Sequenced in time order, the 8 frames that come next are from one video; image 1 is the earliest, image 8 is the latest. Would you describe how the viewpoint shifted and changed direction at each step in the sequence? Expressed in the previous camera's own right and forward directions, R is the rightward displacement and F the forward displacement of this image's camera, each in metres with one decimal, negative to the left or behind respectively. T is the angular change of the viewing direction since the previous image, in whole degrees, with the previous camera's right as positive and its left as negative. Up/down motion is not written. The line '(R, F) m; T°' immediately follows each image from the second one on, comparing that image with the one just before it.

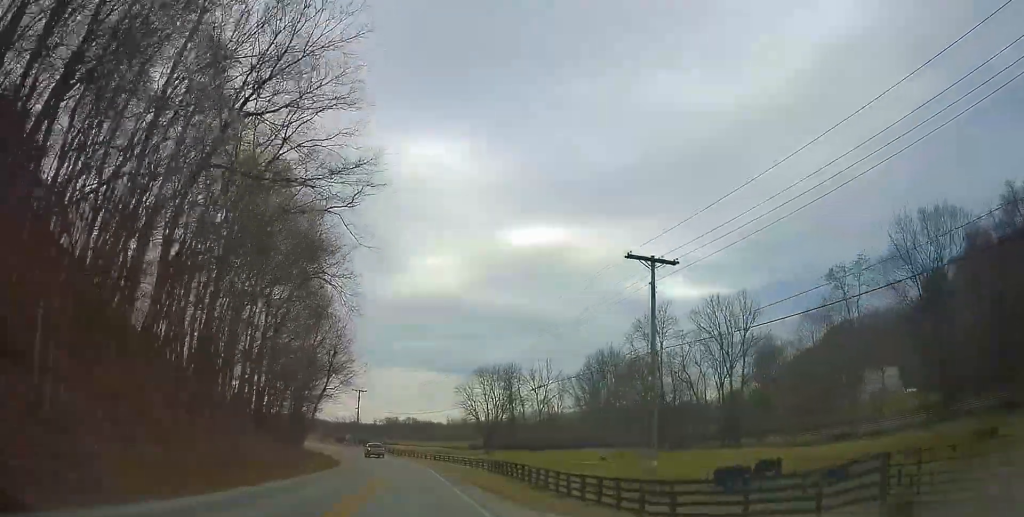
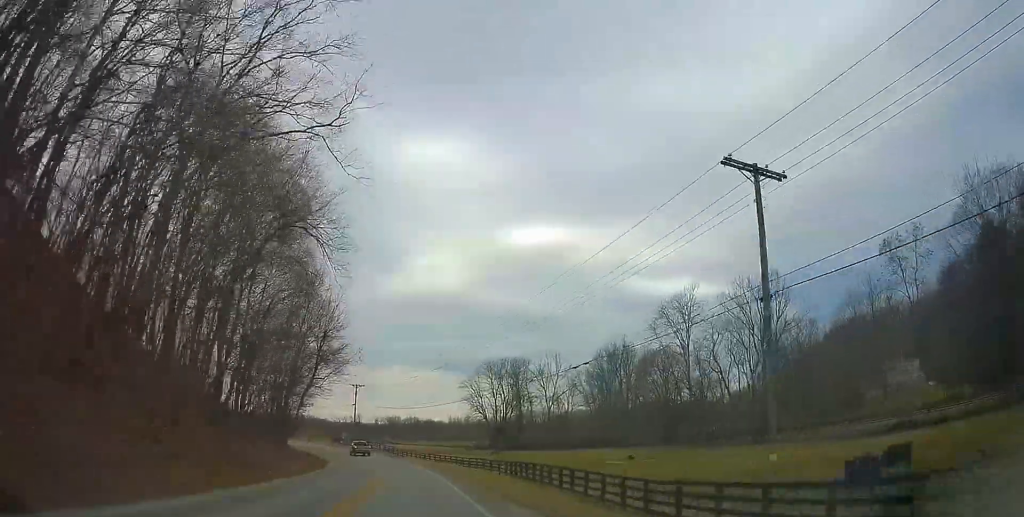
(+0.2, +10.1) m; 0°
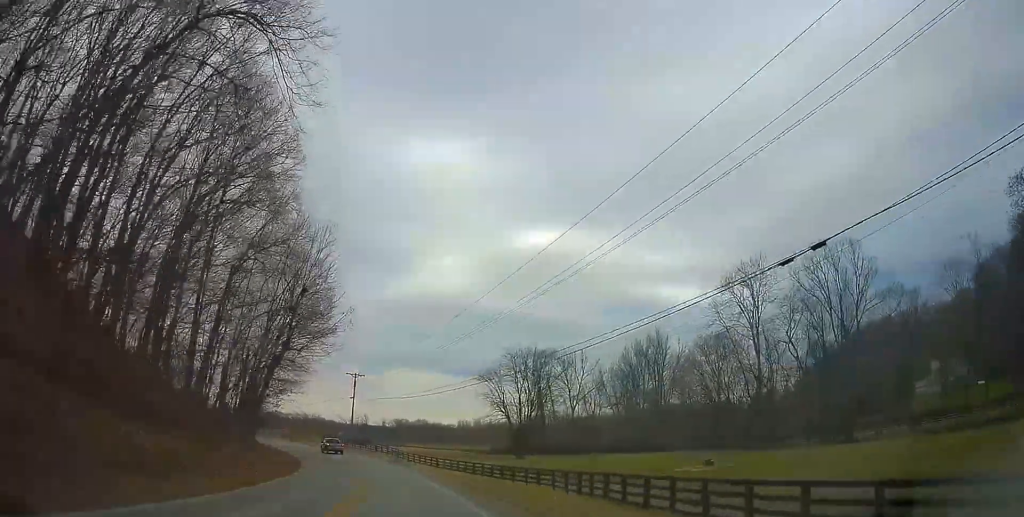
(-0.2, +18.5) m; -3°
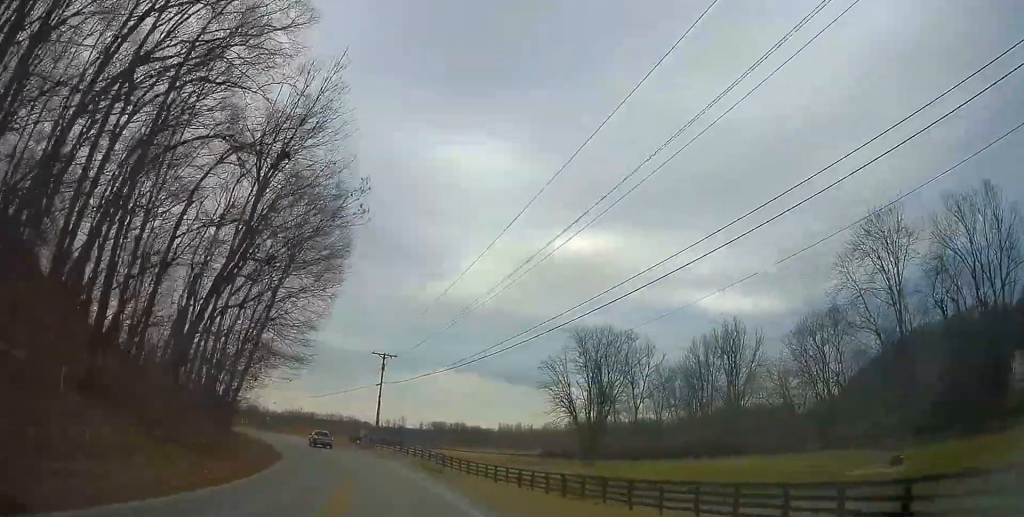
(-1.0, +21.0) m; -3°
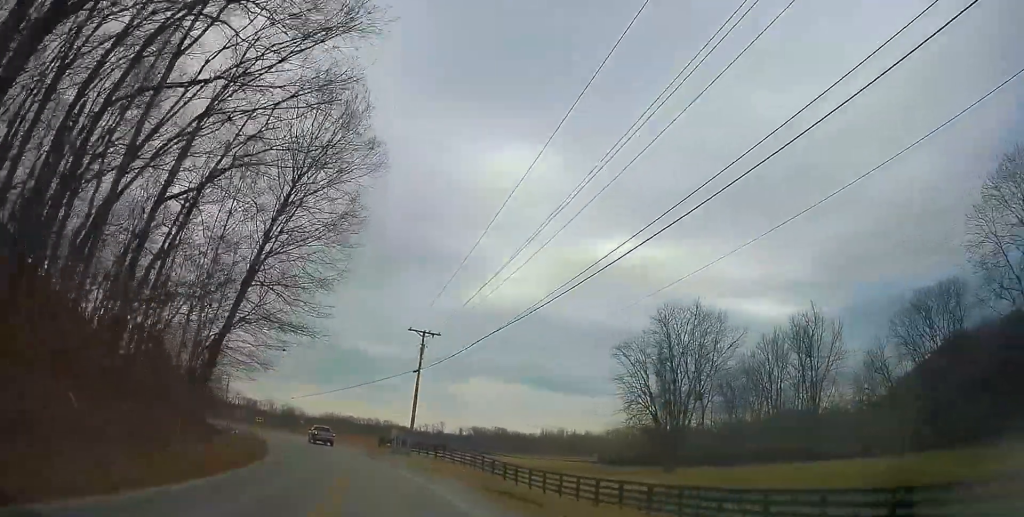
(0.0, +16.3) m; -3°
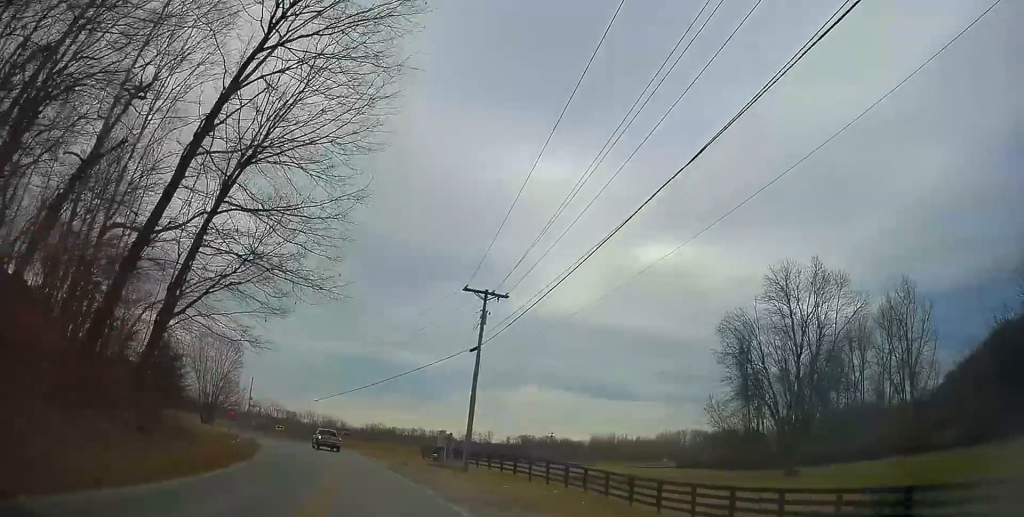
(-1.0, +17.1) m; -5°
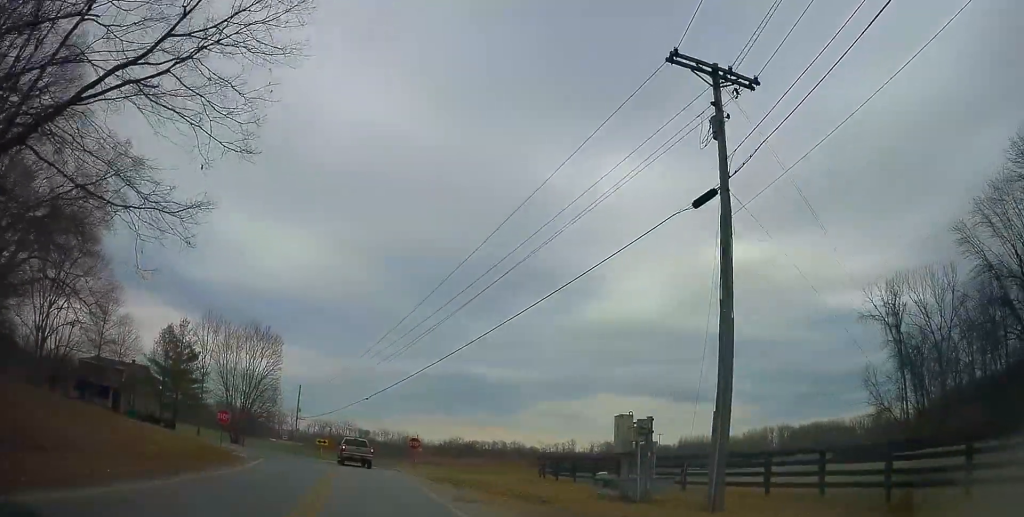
(-1.3, +24.9) m; -7°
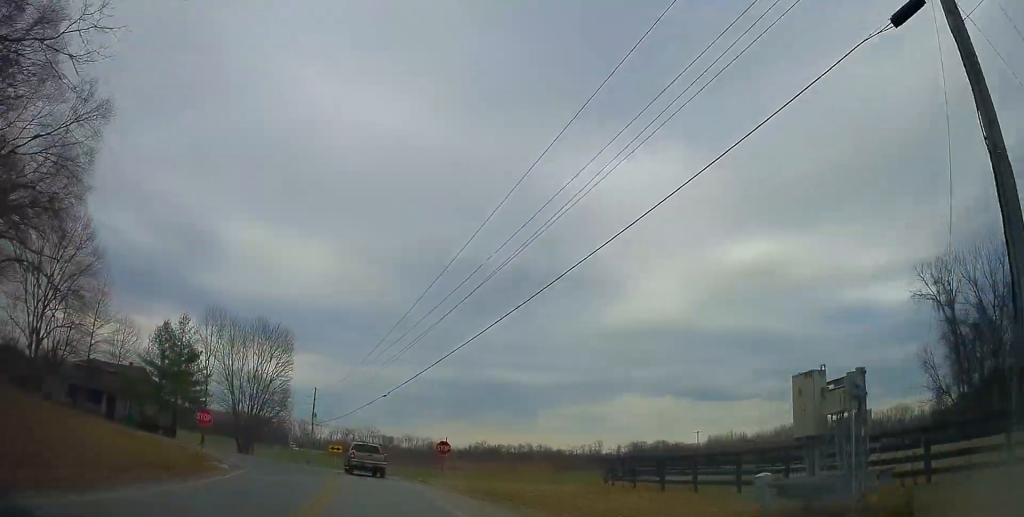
(-0.2, +8.4) m; -4°
